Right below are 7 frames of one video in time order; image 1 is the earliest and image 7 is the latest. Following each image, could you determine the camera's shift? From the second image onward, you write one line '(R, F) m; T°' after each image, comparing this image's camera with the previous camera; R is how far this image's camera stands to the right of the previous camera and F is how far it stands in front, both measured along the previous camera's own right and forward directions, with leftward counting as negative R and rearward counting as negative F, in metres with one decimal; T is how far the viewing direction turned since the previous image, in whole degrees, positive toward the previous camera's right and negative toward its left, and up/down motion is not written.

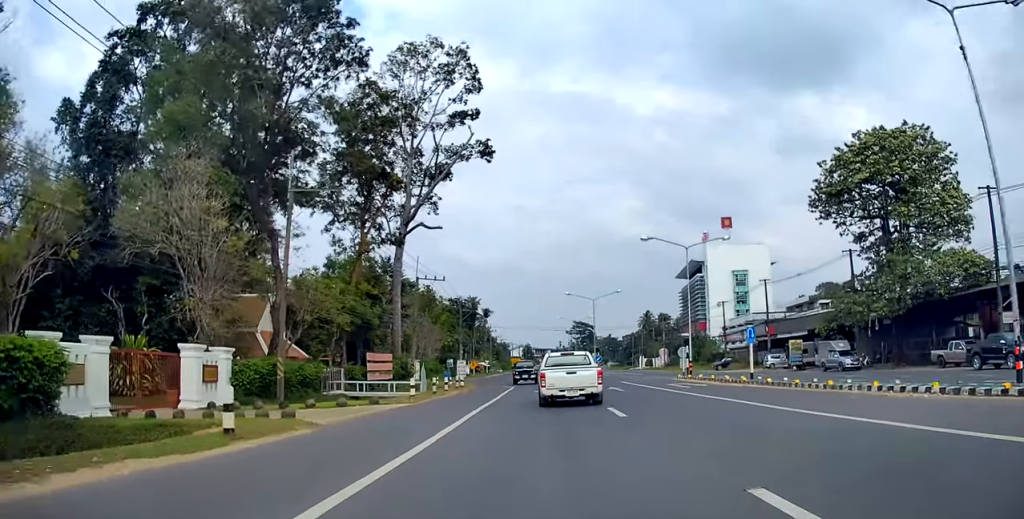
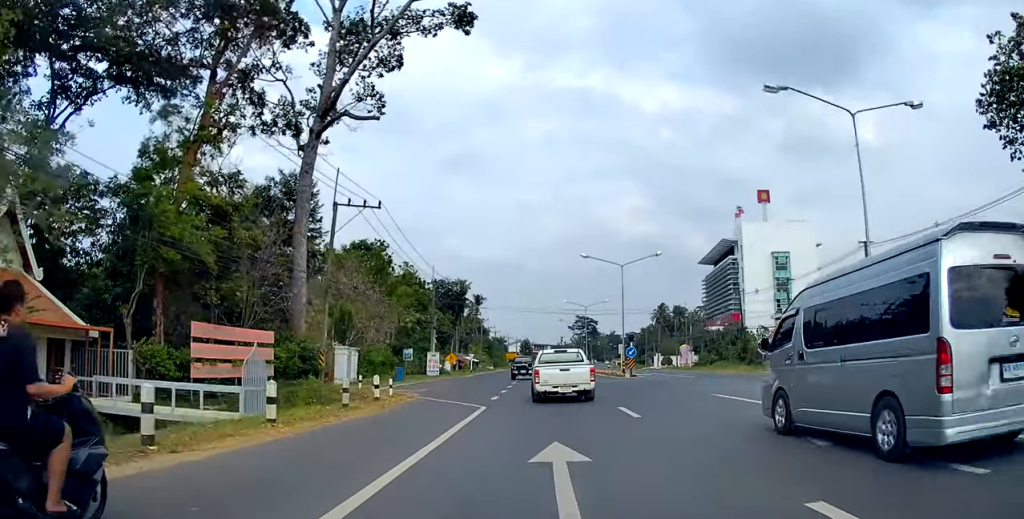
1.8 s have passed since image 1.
(-0.1, +25.3) m; 0°
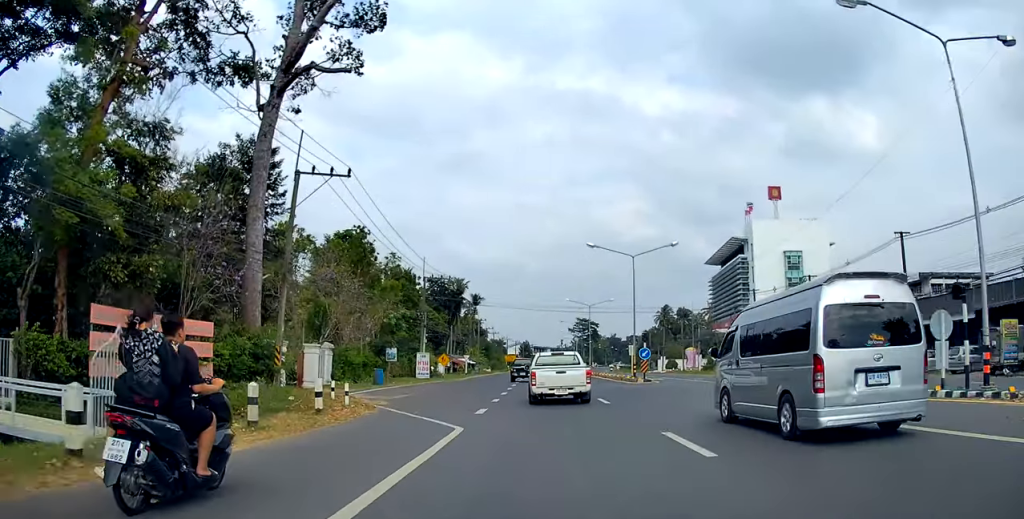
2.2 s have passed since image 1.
(+0.2, +6.2) m; 0°
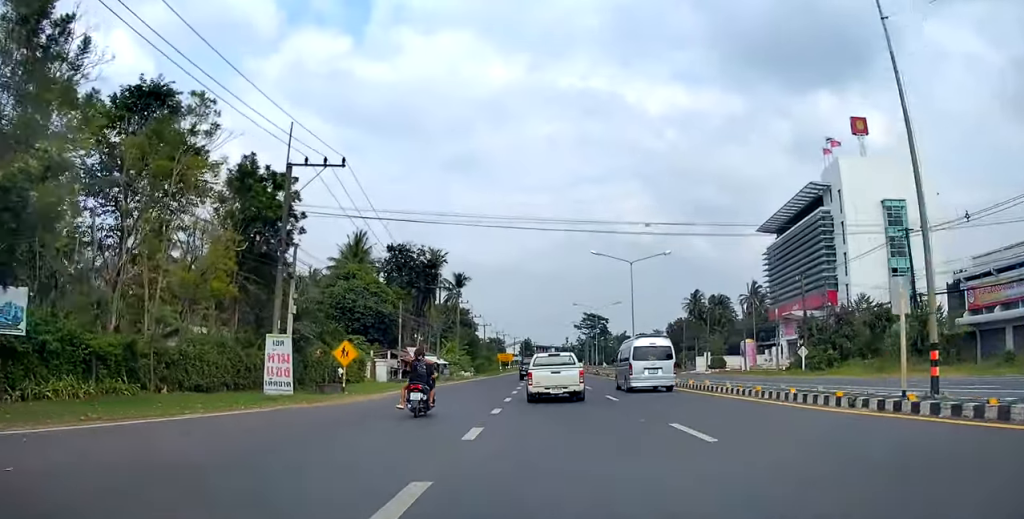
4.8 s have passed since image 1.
(+0.6, +36.9) m; +1°
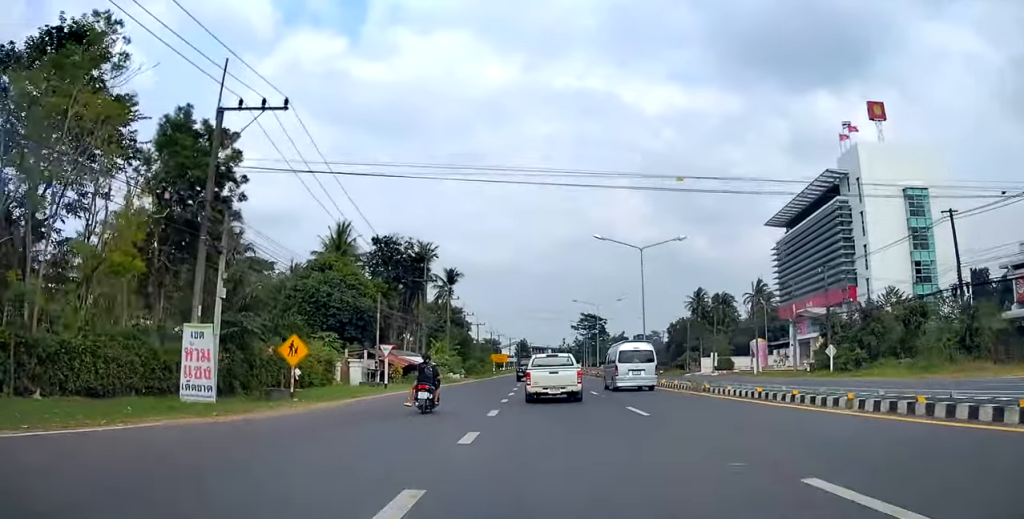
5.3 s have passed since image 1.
(-0.2, +6.9) m; -1°
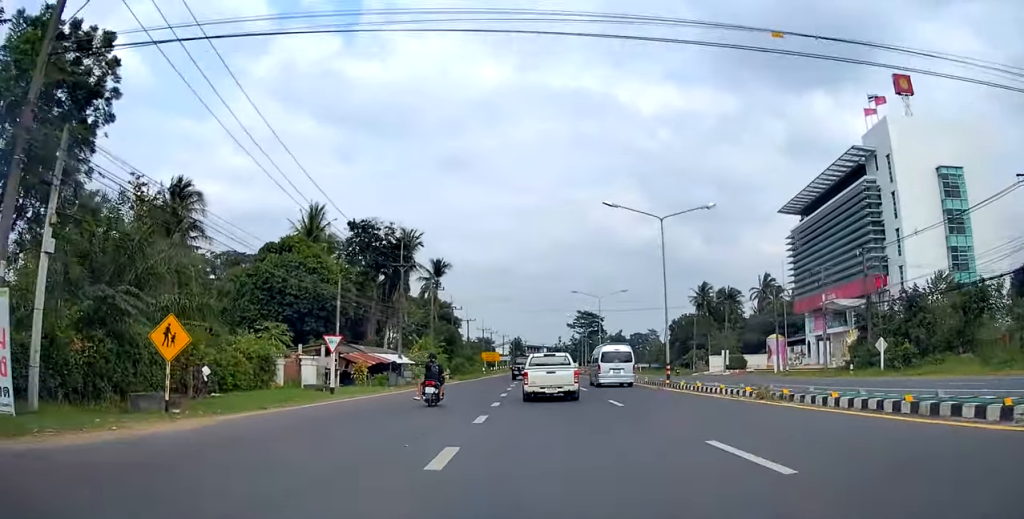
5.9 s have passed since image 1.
(-0.1, +8.8) m; 0°
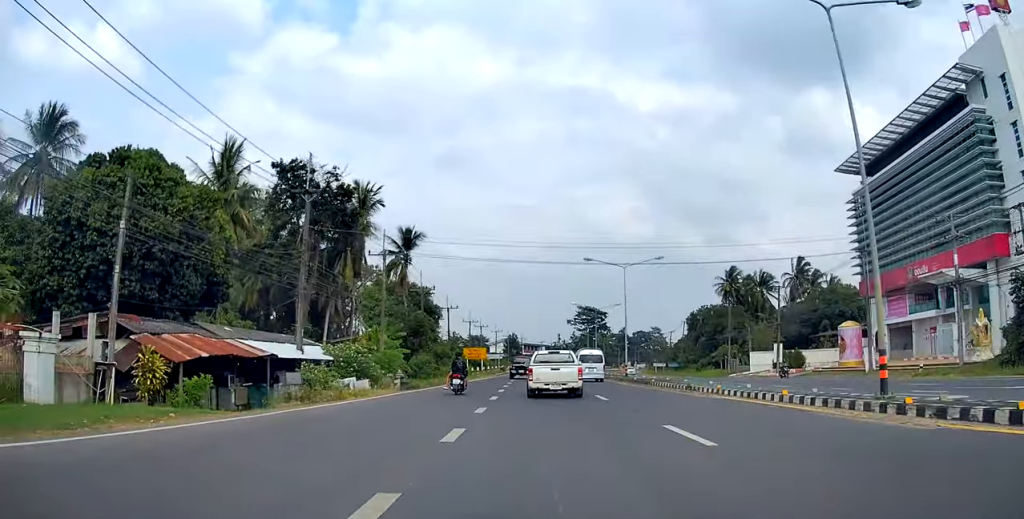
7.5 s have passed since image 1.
(+0.3, +22.7) m; +1°
